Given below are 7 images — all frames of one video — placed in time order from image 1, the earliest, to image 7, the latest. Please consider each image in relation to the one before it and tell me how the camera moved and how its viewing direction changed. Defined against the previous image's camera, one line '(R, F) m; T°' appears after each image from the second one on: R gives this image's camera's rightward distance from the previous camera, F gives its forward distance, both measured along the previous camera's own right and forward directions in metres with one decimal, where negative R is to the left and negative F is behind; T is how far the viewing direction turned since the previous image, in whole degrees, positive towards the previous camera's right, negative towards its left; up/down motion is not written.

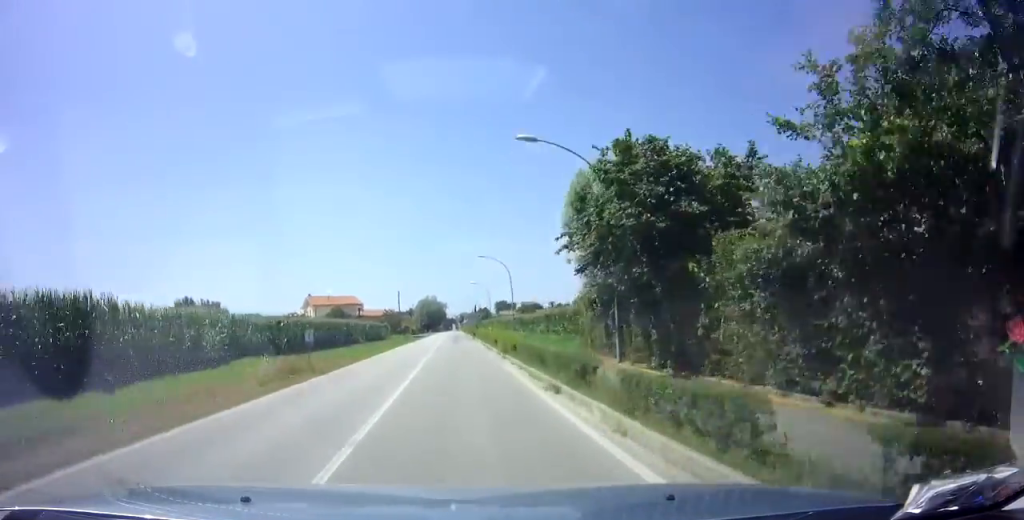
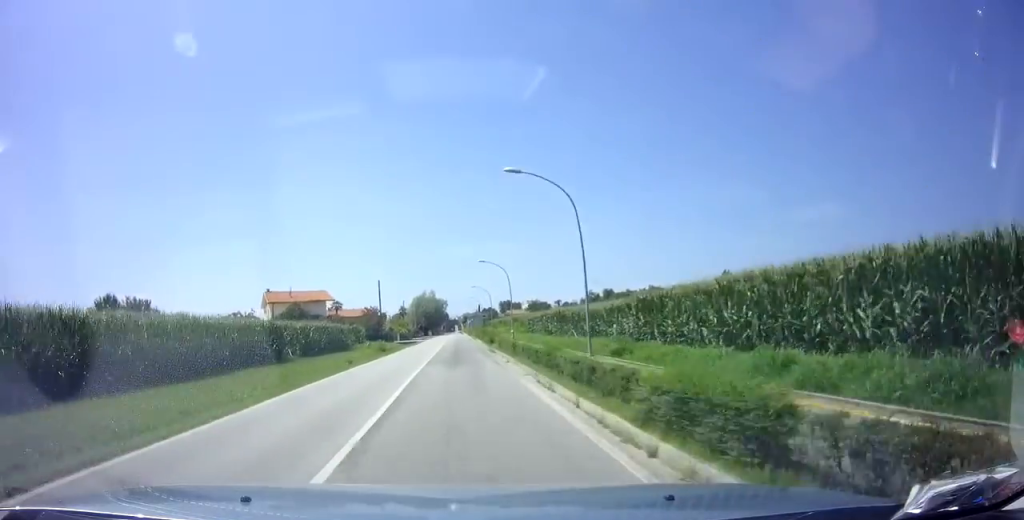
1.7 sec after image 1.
(-0.5, +27.5) m; 0°
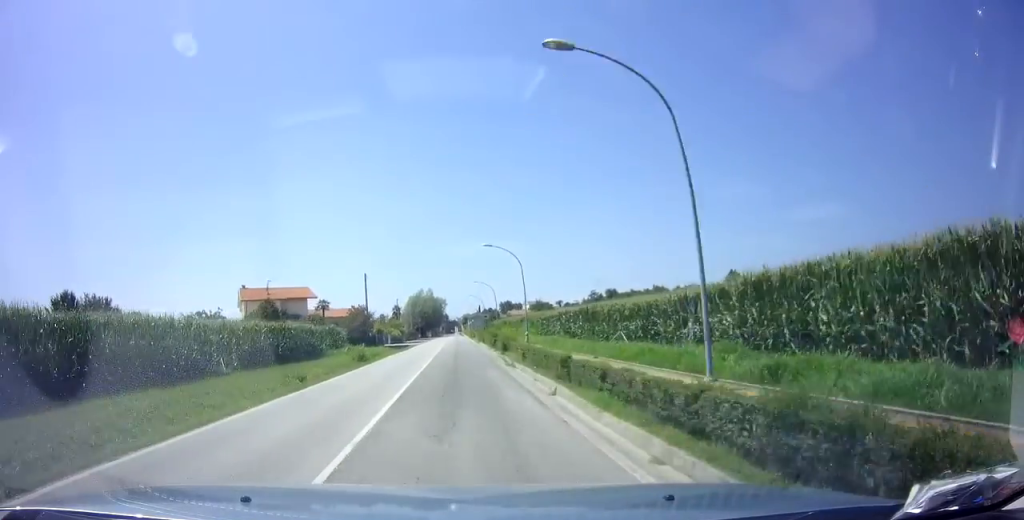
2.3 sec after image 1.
(+0.3, +10.5) m; 0°
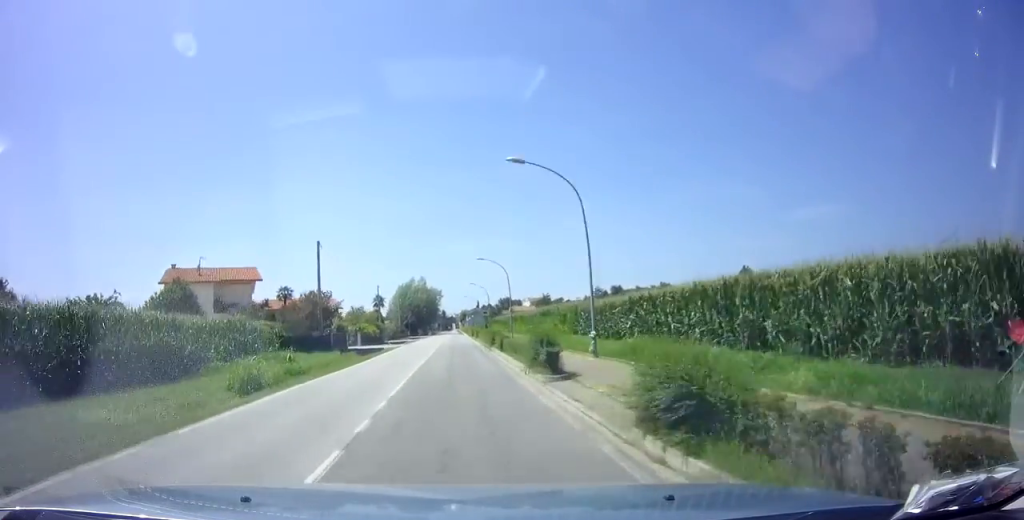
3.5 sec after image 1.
(-0.2, +20.4) m; -1°
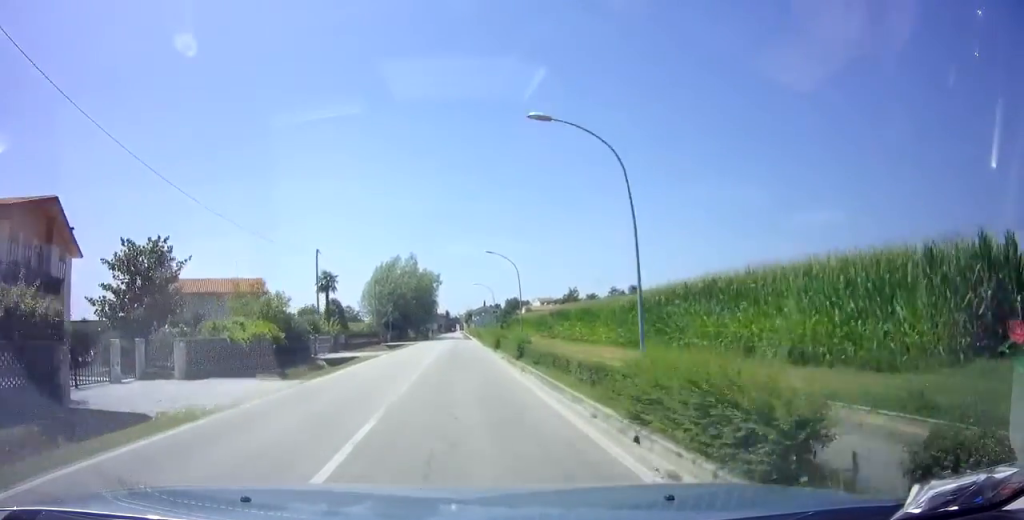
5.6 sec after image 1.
(-0.3, +35.1) m; +1°
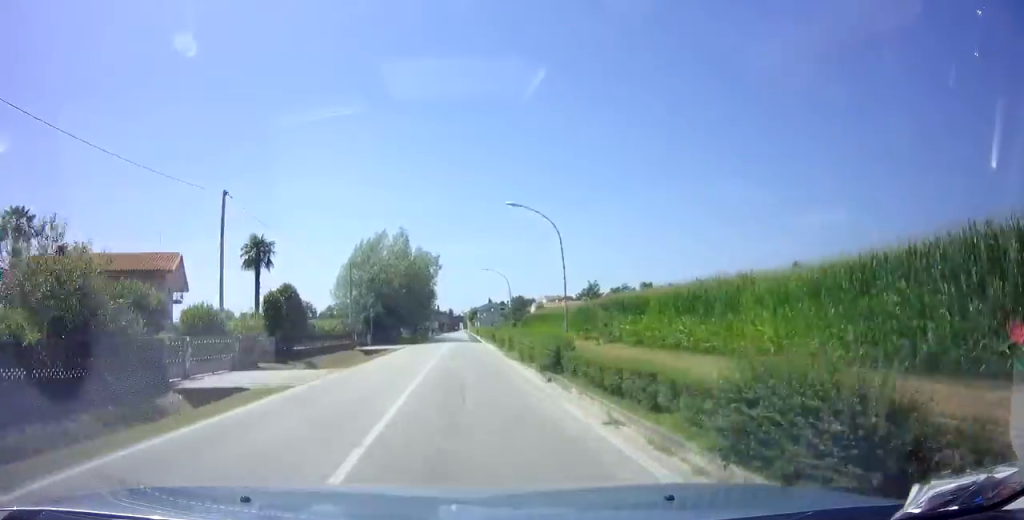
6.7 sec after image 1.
(+0.4, +17.4) m; 0°
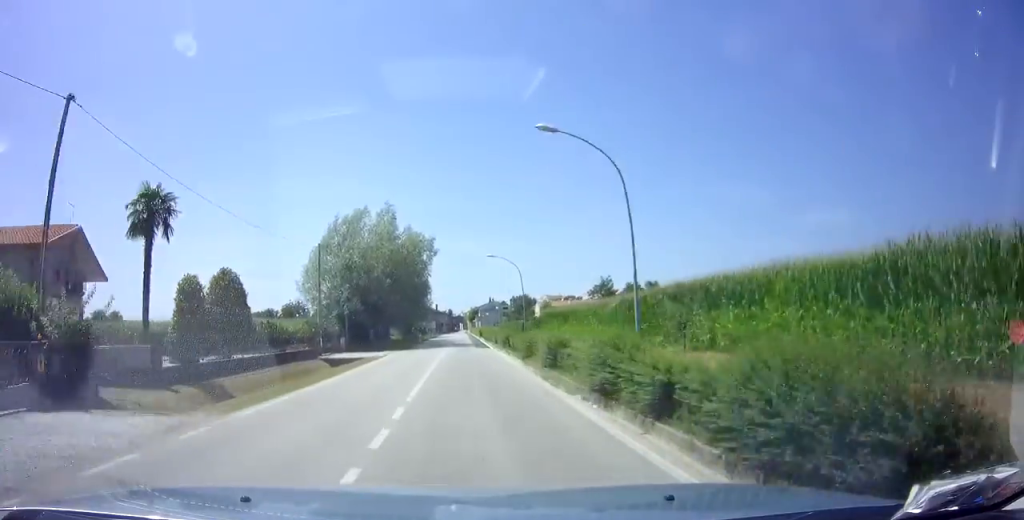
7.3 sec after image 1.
(-0.3, +11.2) m; -1°
